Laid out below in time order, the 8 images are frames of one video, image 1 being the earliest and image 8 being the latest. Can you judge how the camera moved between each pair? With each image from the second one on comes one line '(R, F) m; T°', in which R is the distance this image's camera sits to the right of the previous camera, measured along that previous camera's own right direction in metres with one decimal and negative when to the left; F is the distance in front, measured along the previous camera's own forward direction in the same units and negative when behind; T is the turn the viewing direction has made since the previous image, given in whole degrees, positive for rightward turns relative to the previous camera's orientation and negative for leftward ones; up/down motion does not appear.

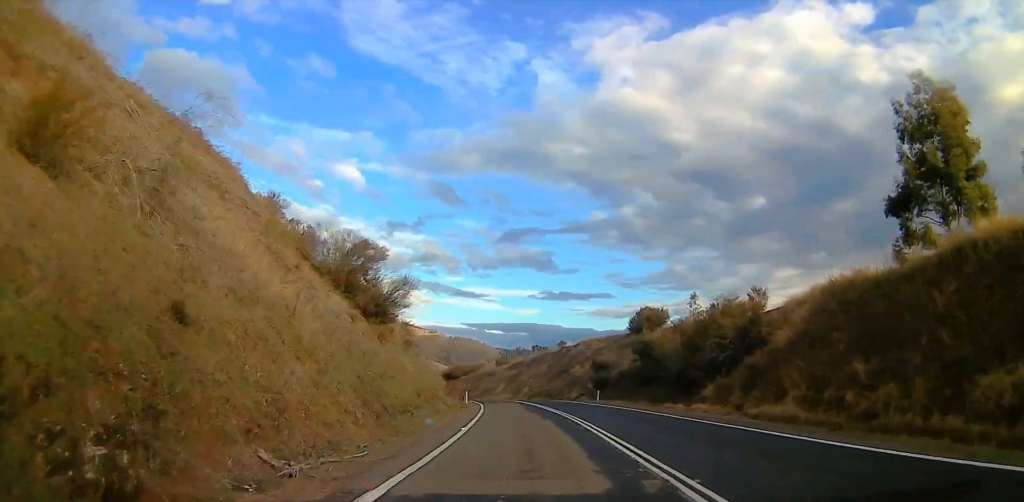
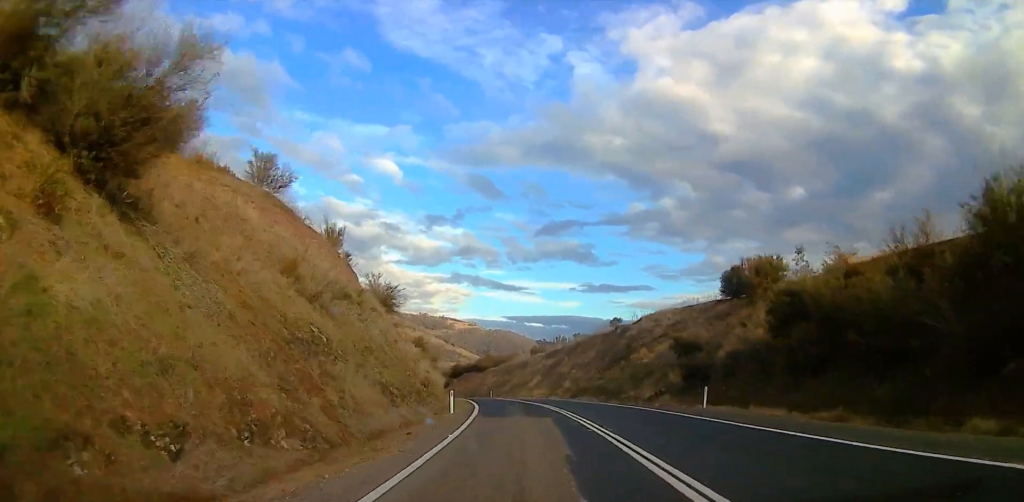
(-0.6, +25.4) m; -6°
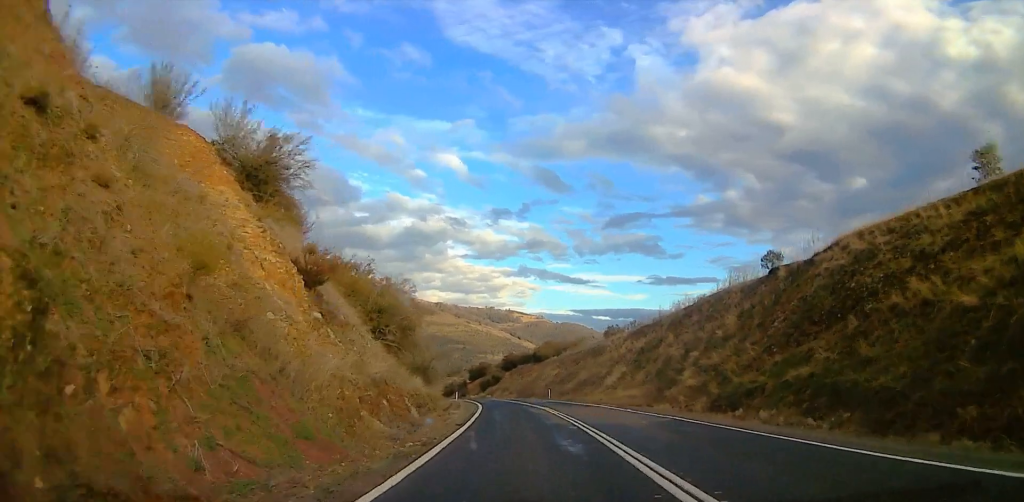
(-2.8, +35.4) m; -6°
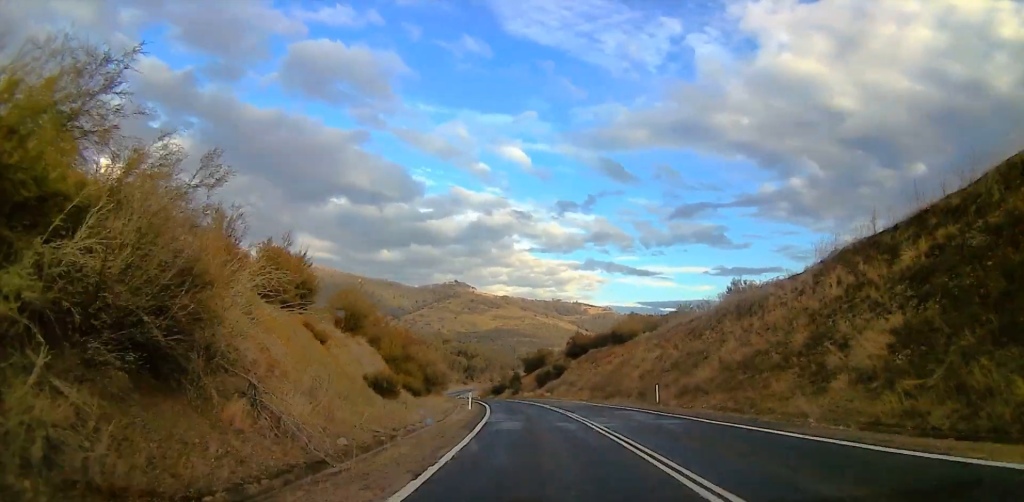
(-1.7, +39.6) m; -4°
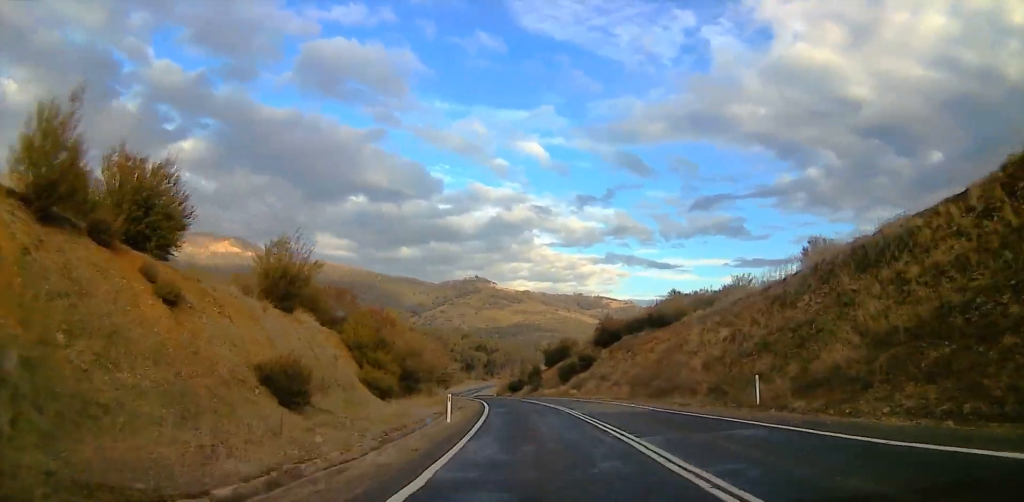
(+0.2, +15.3) m; -2°
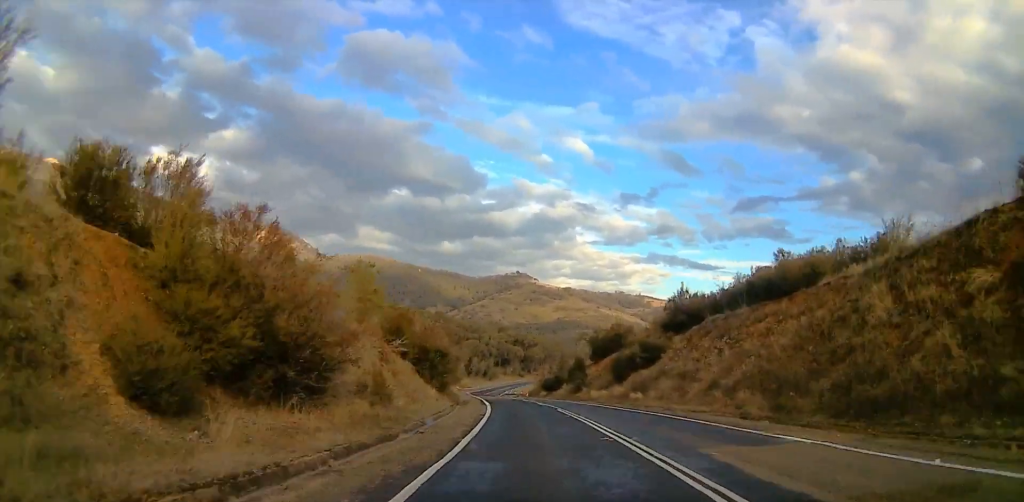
(-1.1, +22.3) m; -4°
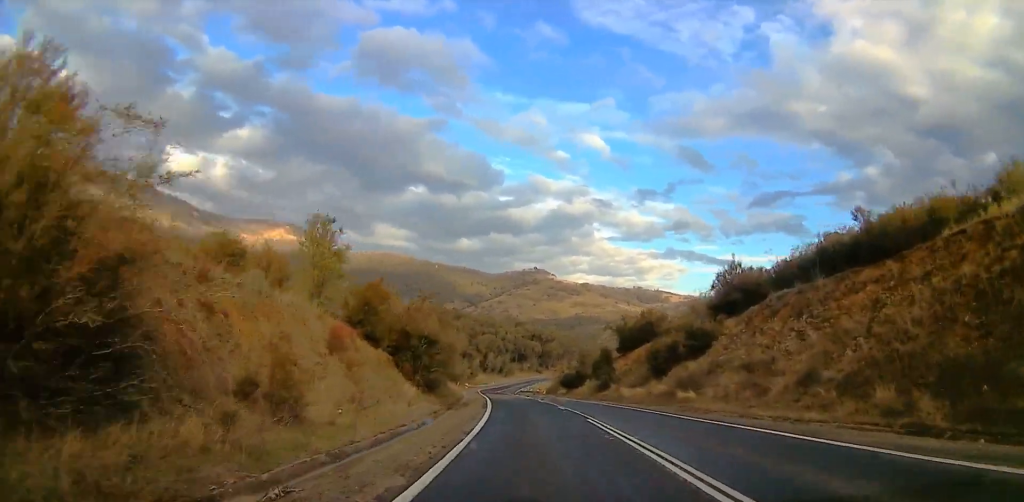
(-0.2, +11.2) m; -2°
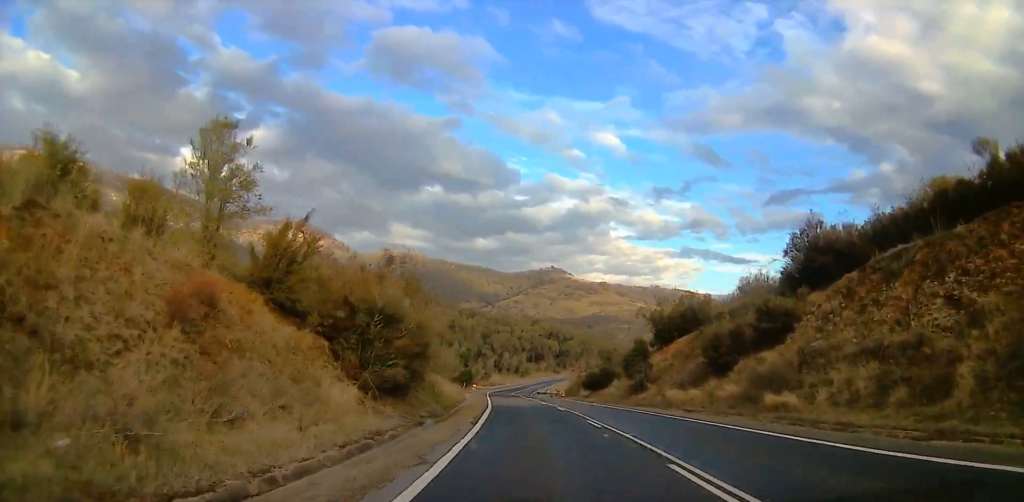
(-0.2, +12.4) m; -1°
